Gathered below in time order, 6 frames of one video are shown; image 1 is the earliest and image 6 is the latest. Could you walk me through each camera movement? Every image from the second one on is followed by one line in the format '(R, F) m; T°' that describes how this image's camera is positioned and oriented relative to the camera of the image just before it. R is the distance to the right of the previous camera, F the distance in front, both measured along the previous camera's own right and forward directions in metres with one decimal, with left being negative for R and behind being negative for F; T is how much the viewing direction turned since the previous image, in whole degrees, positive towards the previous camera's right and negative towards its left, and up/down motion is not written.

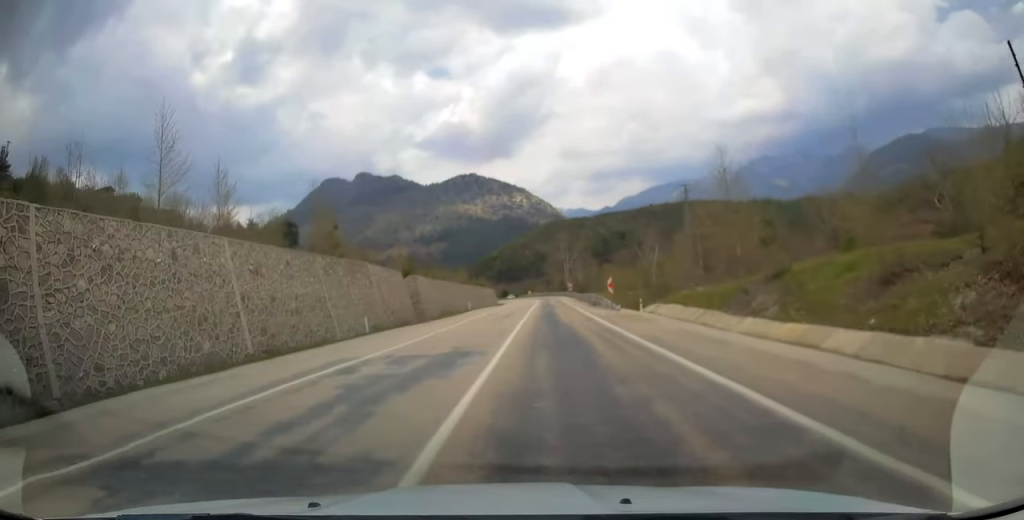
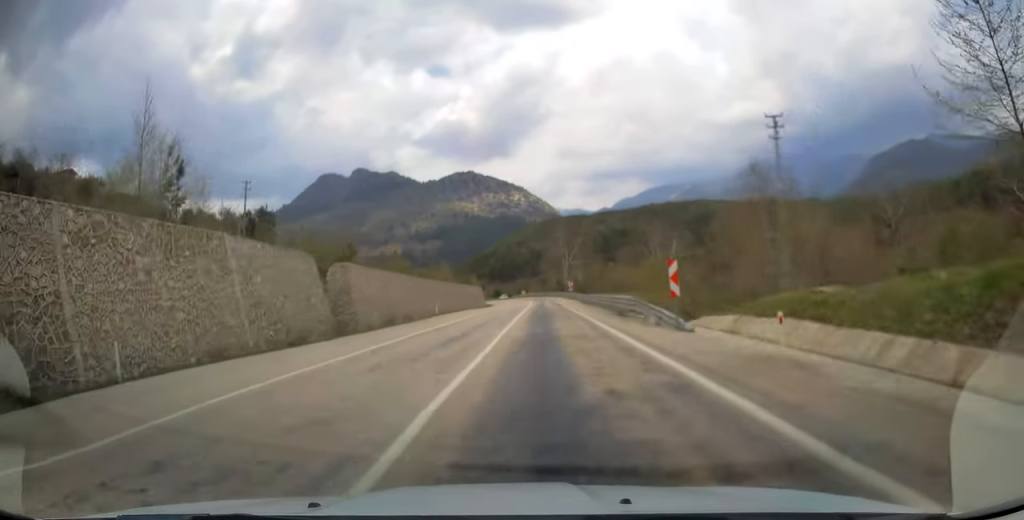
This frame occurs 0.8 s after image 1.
(-0.1, +19.0) m; 0°
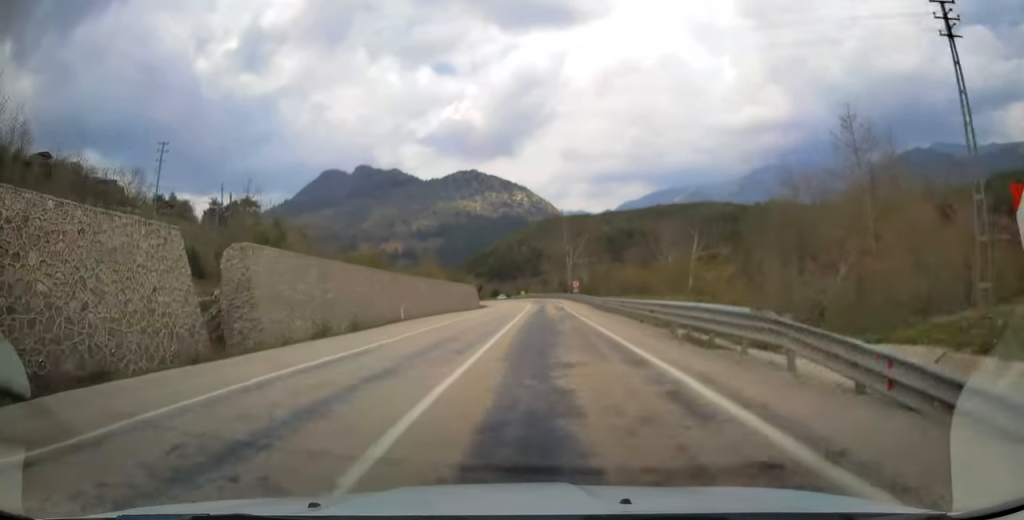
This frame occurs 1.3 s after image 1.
(+0.1, +13.2) m; 0°
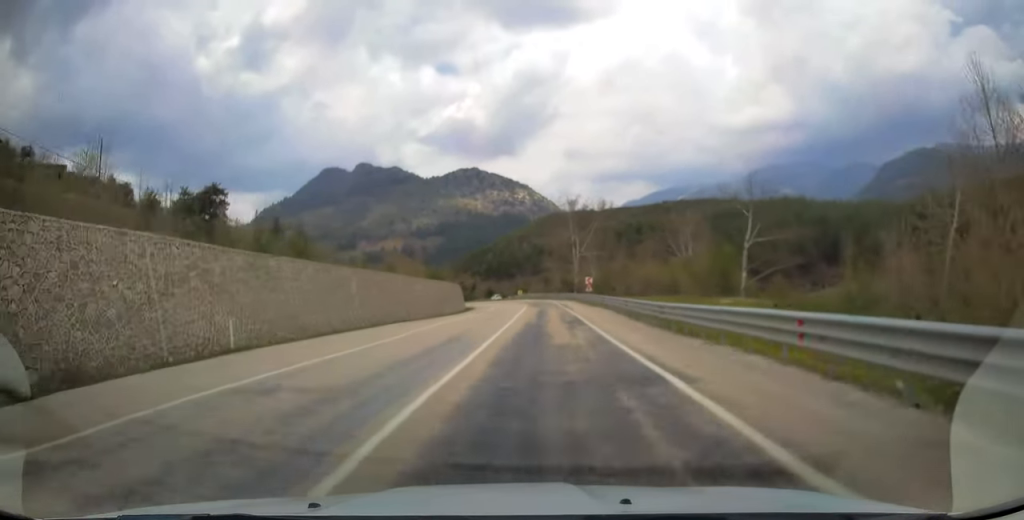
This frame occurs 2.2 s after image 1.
(+0.1, +23.1) m; 0°
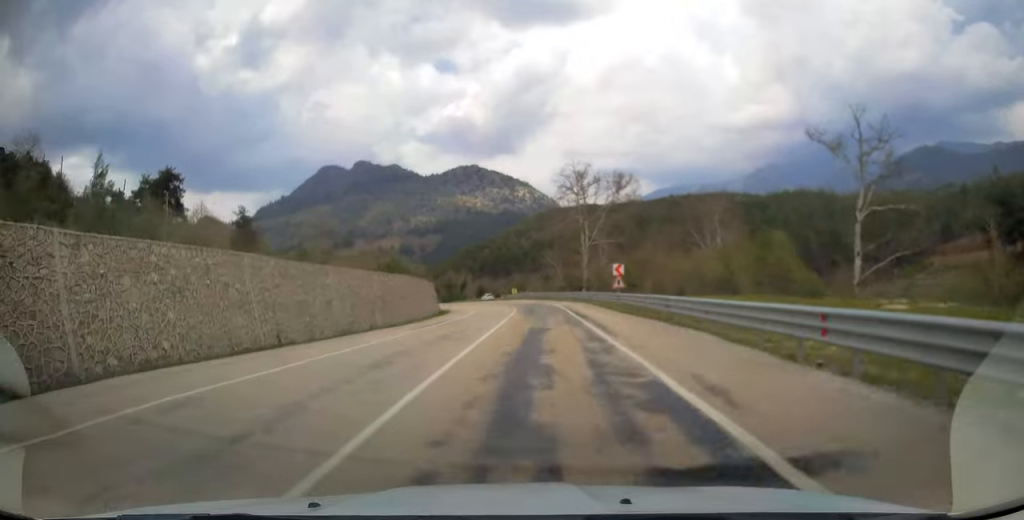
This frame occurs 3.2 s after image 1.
(-0.1, +23.6) m; 0°
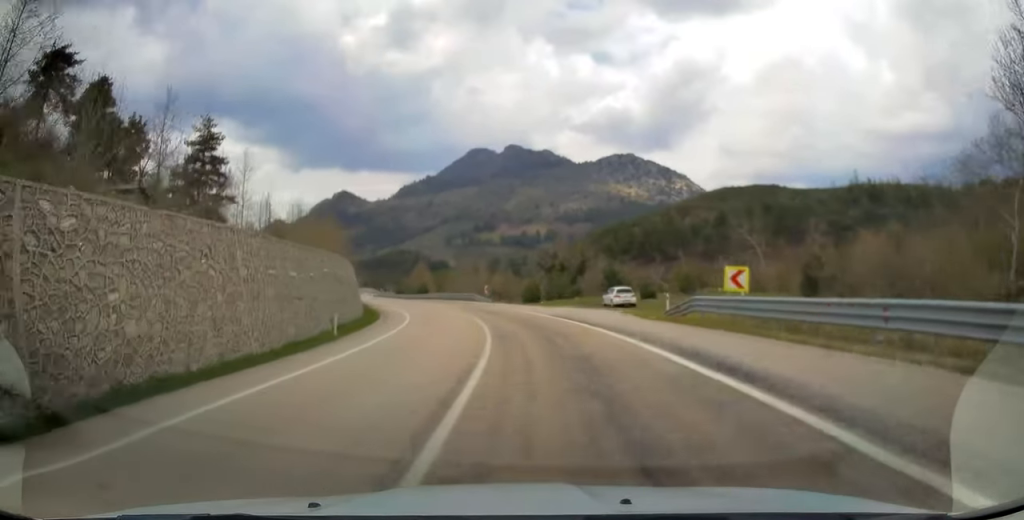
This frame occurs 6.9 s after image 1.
(-6.5, +84.4) m; -15°
